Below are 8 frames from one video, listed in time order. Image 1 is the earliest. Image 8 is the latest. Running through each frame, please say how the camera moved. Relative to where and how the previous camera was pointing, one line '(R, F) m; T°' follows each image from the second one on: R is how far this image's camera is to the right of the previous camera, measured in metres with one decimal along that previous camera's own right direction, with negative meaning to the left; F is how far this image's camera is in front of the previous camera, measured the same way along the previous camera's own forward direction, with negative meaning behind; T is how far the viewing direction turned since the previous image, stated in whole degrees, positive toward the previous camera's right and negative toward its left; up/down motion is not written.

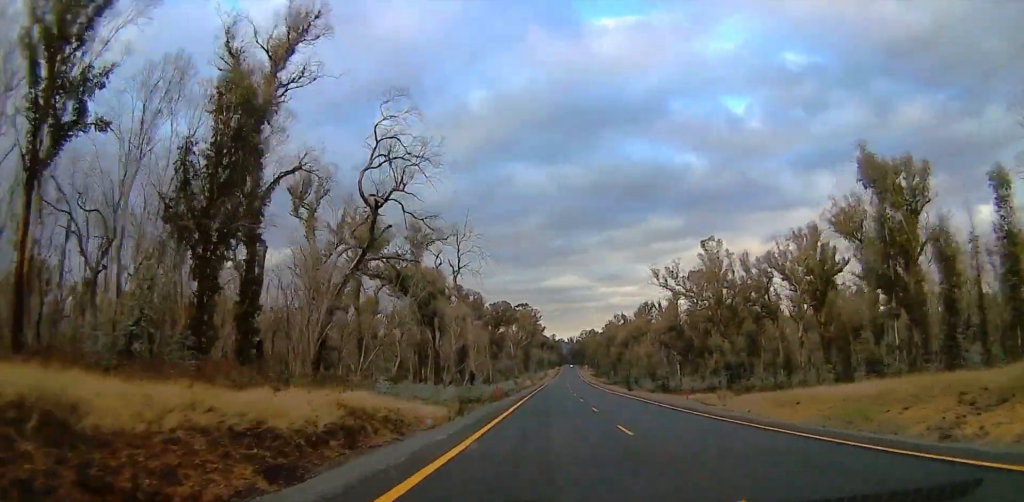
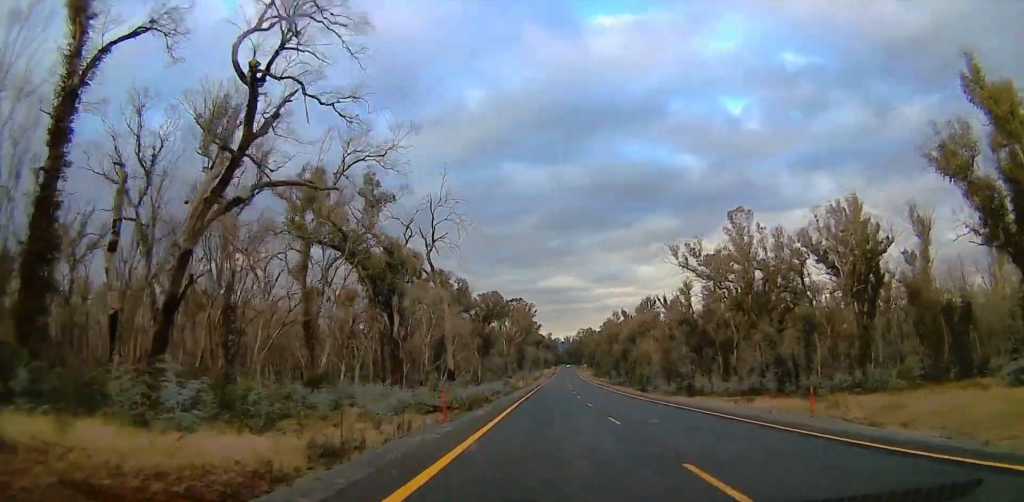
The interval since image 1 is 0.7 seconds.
(+0.2, +19.8) m; +1°
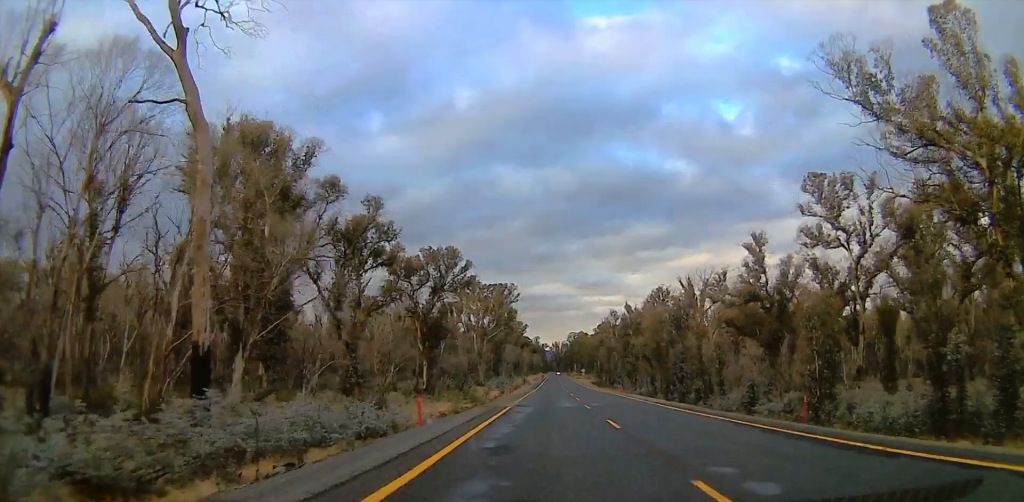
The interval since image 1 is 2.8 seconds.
(-1.6, +60.8) m; 0°
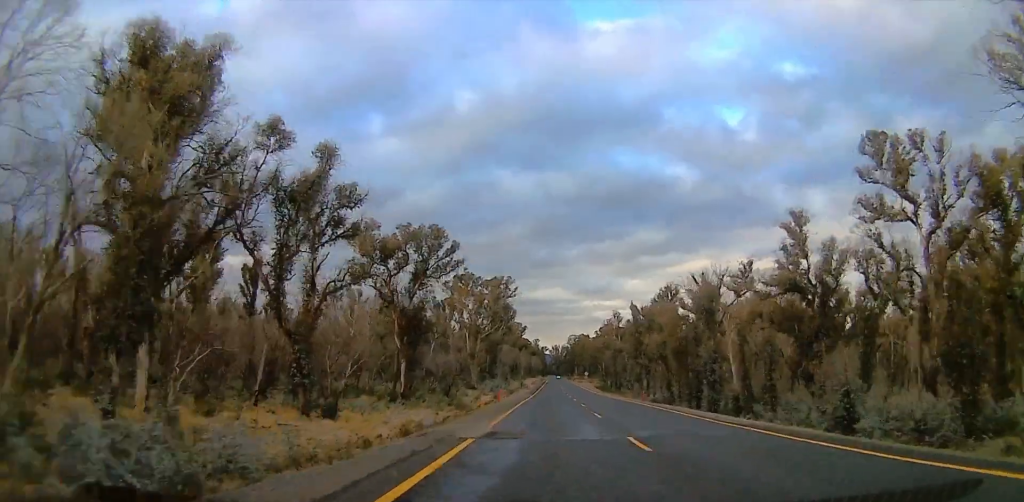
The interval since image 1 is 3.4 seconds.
(+1.0, +16.0) m; 0°
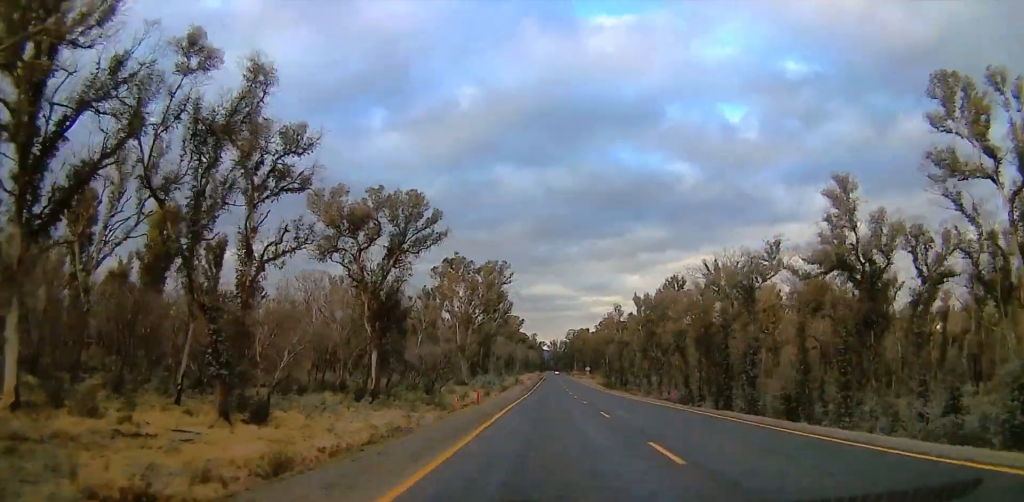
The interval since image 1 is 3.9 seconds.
(+0.1, +14.8) m; 0°
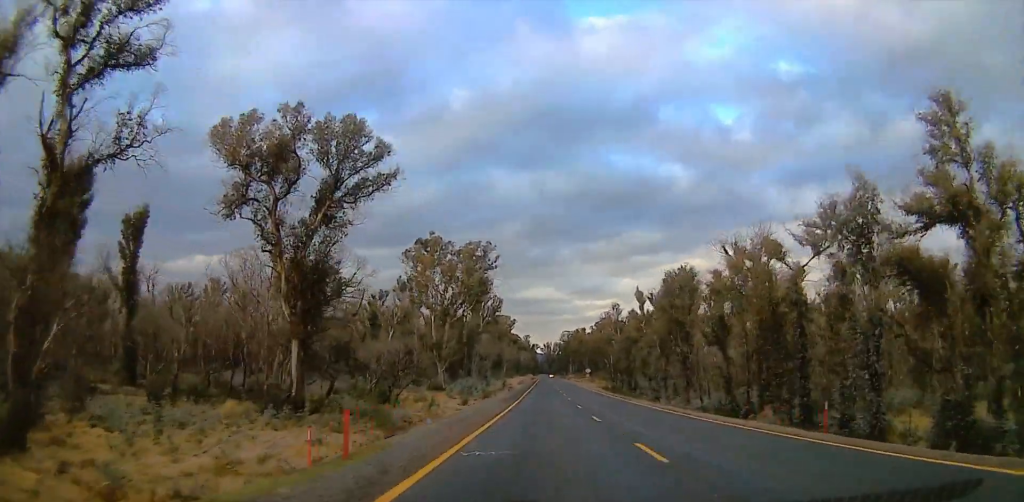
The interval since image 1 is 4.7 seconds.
(-1.4, +22.8) m; 0°
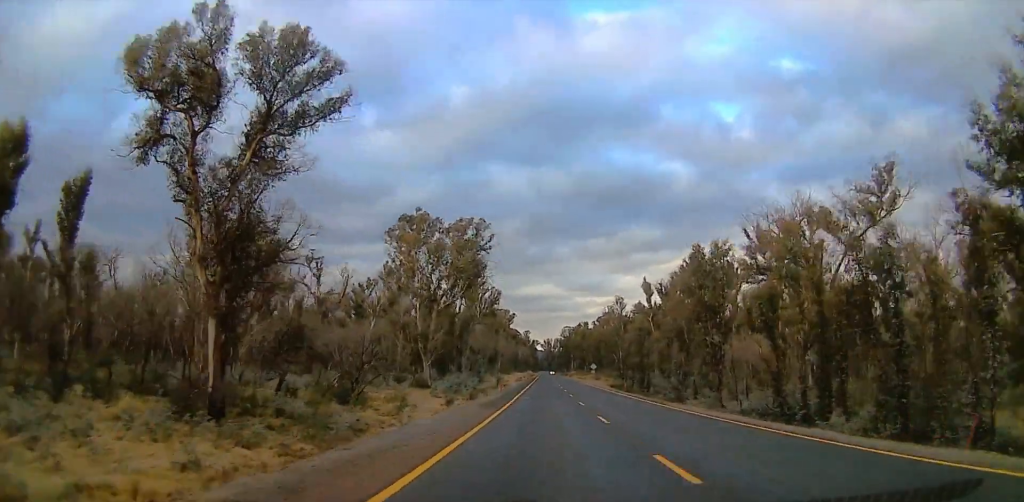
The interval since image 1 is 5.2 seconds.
(+0.9, +13.6) m; +1°
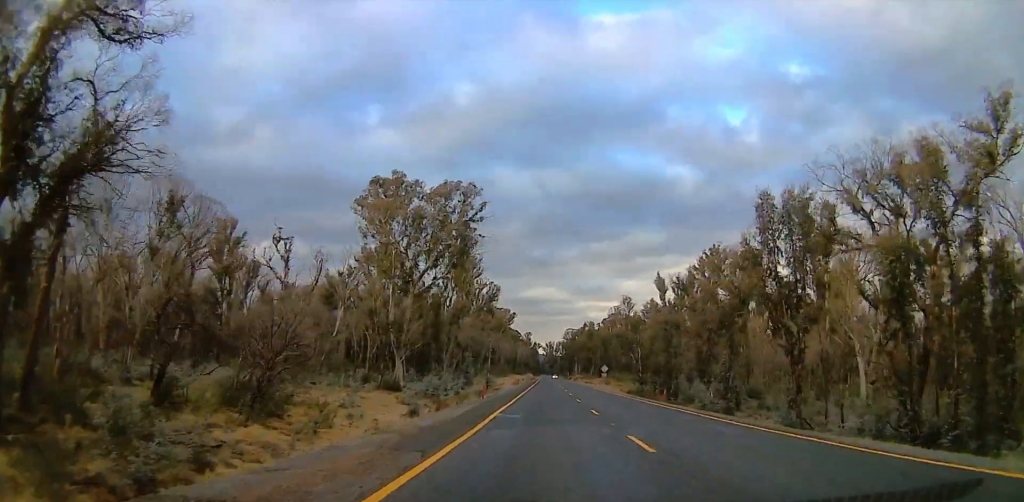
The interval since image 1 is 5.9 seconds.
(+0.6, +20.5) m; +1°
